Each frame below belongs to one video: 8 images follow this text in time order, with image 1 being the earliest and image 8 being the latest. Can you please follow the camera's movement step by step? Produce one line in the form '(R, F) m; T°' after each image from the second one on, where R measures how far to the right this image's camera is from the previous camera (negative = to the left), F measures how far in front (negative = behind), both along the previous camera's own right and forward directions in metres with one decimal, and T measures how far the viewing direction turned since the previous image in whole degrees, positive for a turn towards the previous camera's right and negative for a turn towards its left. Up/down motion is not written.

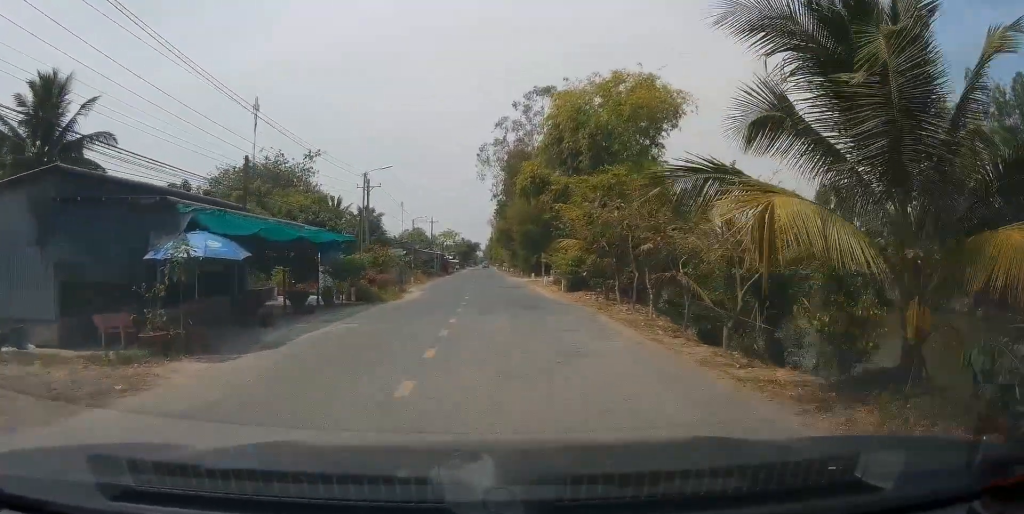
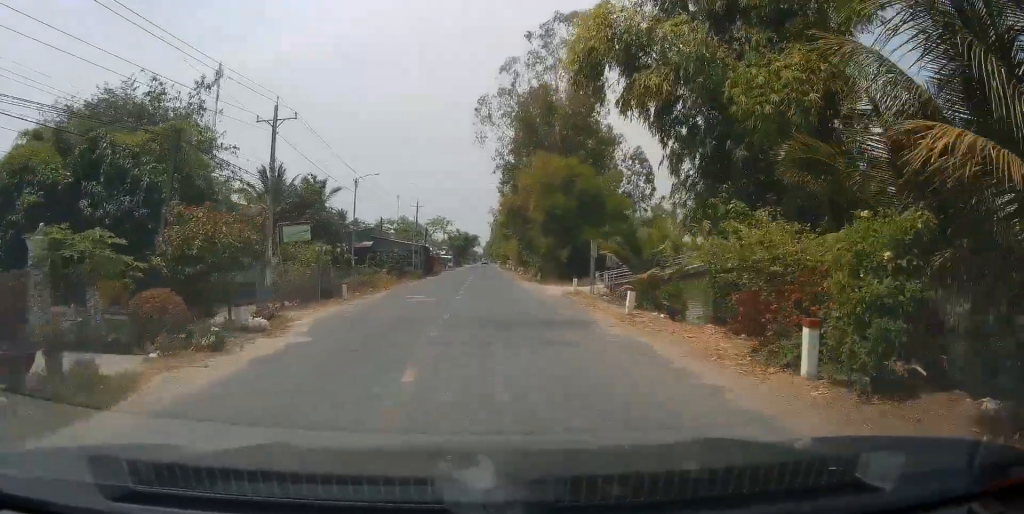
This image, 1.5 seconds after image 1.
(+0.5, +25.6) m; -1°
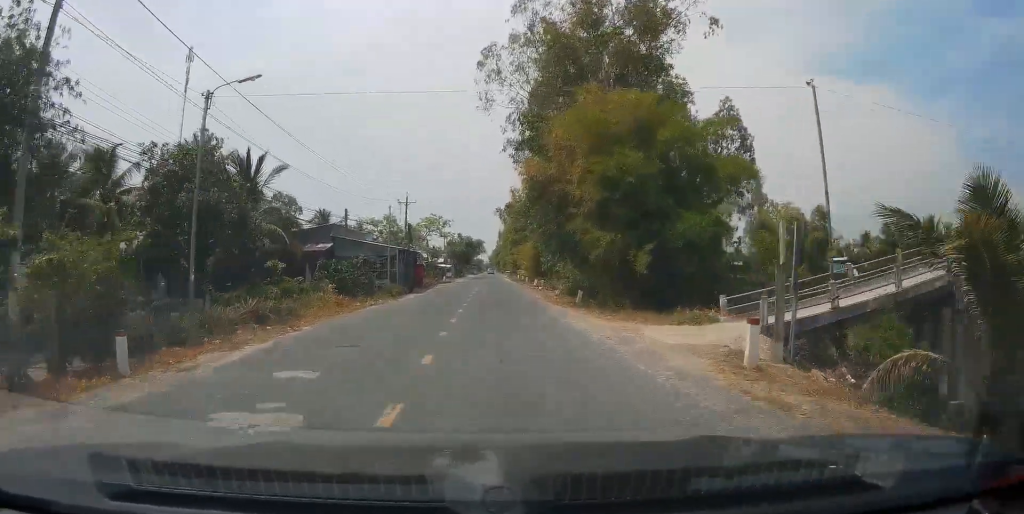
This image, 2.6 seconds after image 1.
(-0.7, +18.4) m; -2°
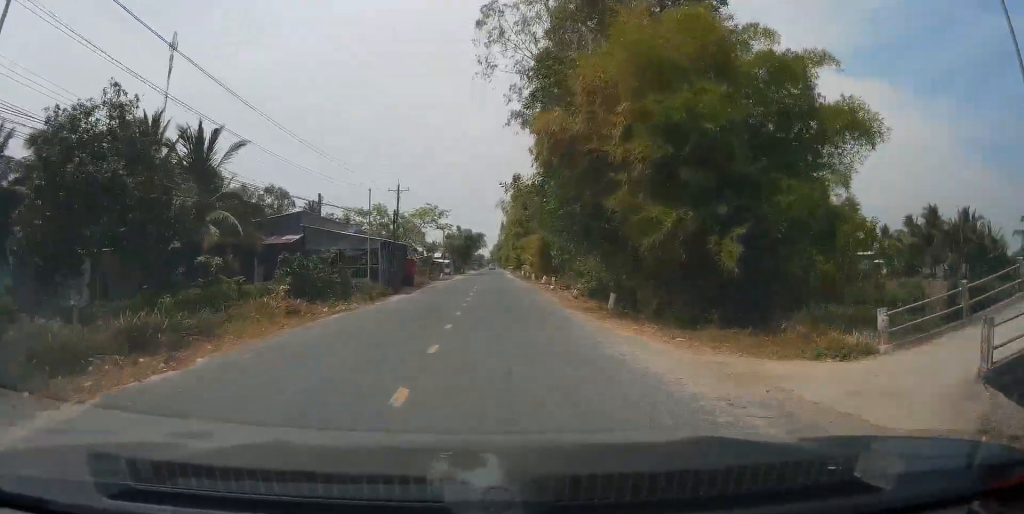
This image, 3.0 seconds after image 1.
(0.0, +7.2) m; +1°
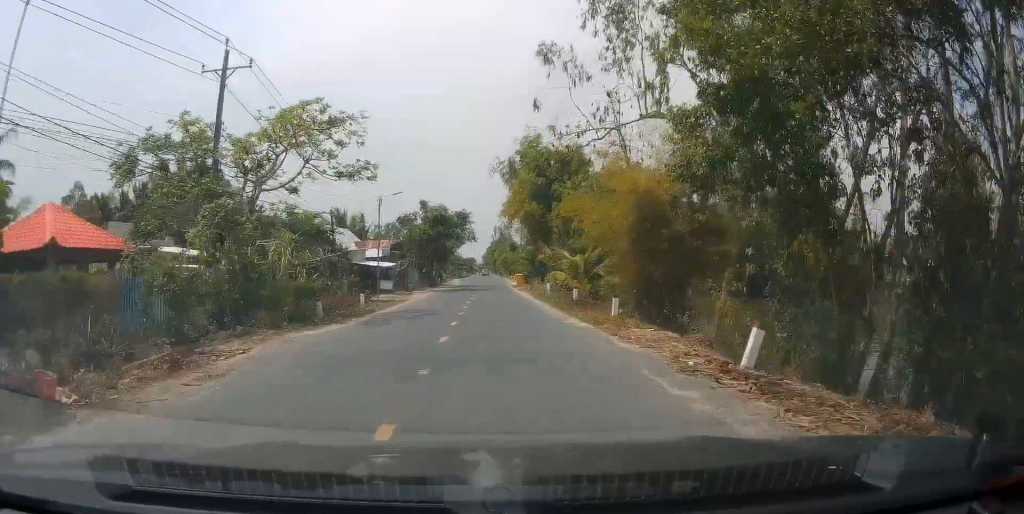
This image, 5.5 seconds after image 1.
(+0.7, +42.4) m; -1°
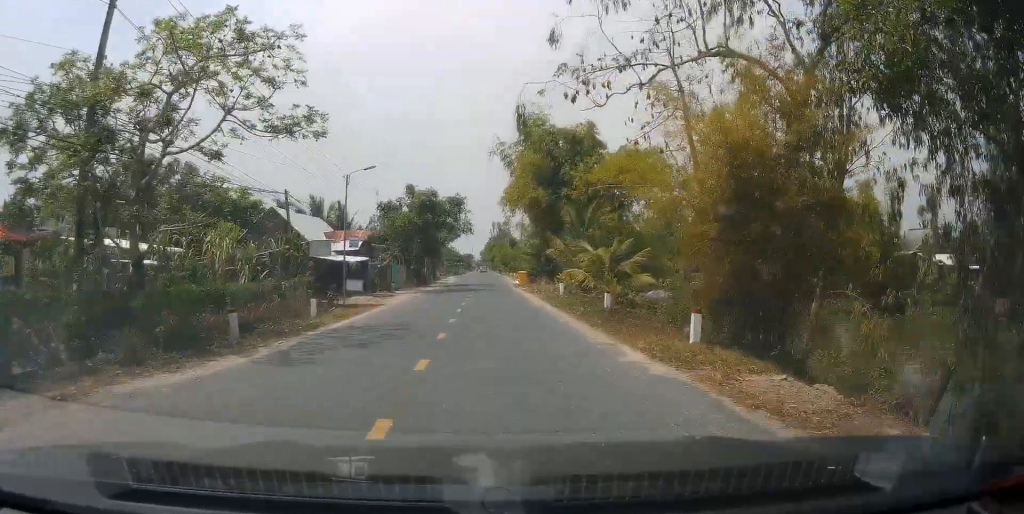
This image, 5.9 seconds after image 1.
(-0.2, +8.0) m; 0°
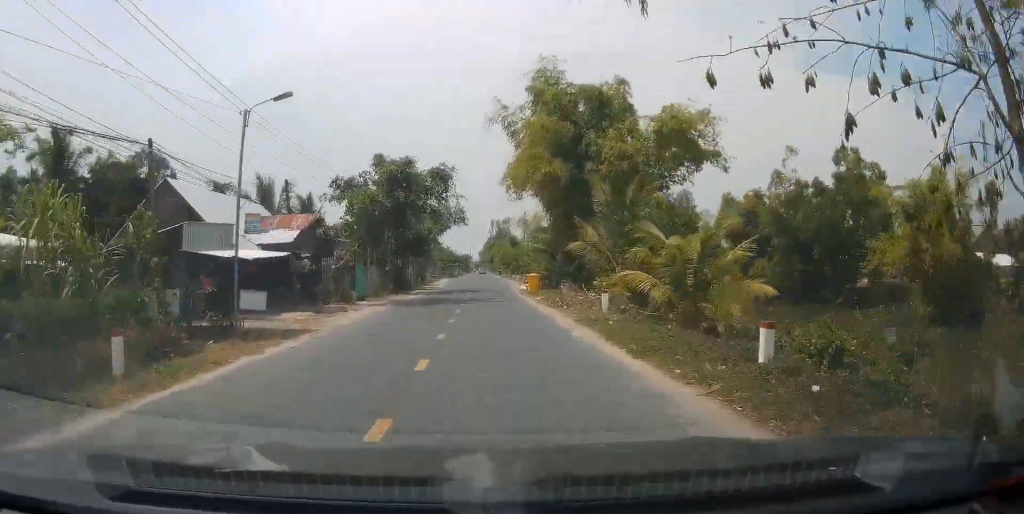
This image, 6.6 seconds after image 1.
(+0.7, +11.9) m; +1°
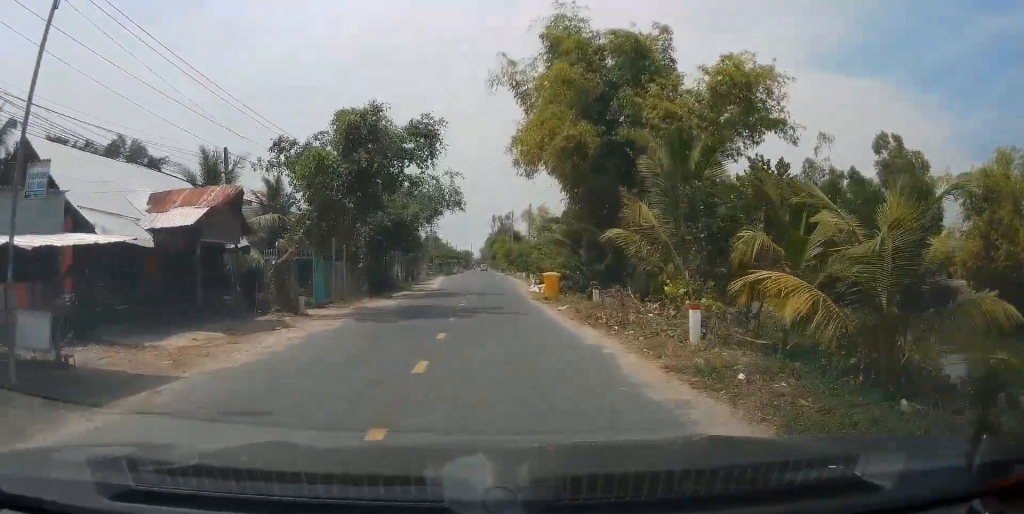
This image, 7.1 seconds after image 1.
(-0.2, +8.6) m; 0°
